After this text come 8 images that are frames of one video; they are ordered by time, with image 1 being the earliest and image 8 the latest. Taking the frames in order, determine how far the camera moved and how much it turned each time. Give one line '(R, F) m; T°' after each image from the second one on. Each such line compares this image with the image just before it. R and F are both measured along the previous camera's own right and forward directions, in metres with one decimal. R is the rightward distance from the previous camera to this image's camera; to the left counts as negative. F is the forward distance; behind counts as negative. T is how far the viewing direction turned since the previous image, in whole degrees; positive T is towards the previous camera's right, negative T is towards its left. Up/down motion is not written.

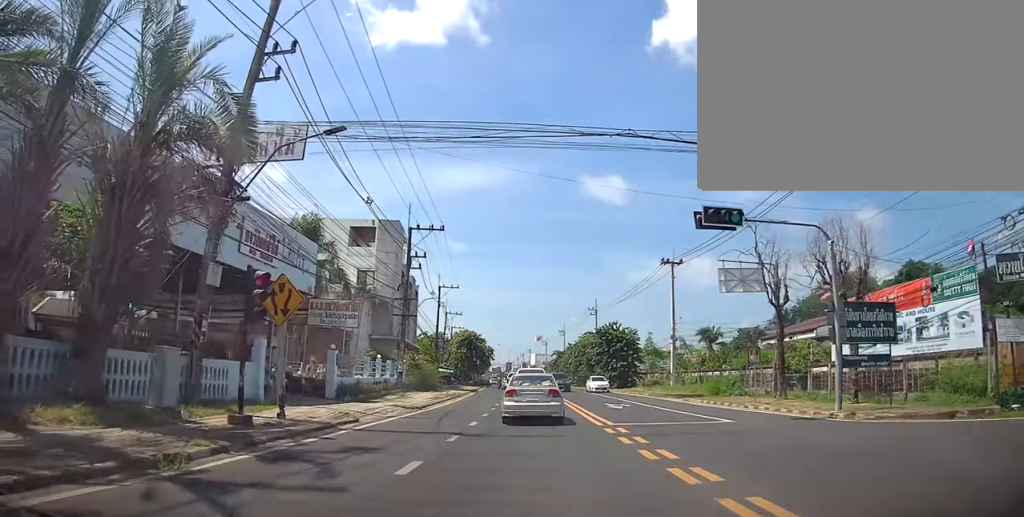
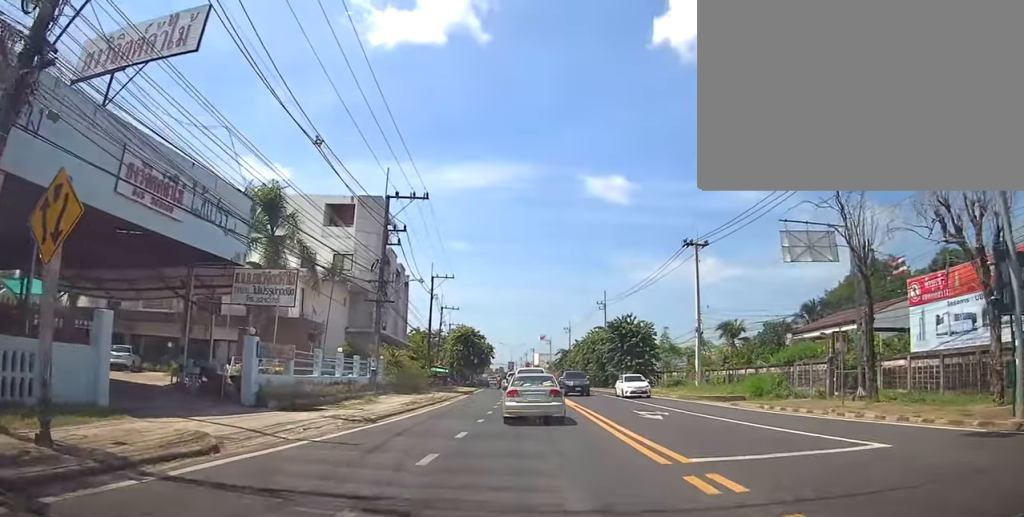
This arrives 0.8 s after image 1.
(0.0, +7.4) m; -2°
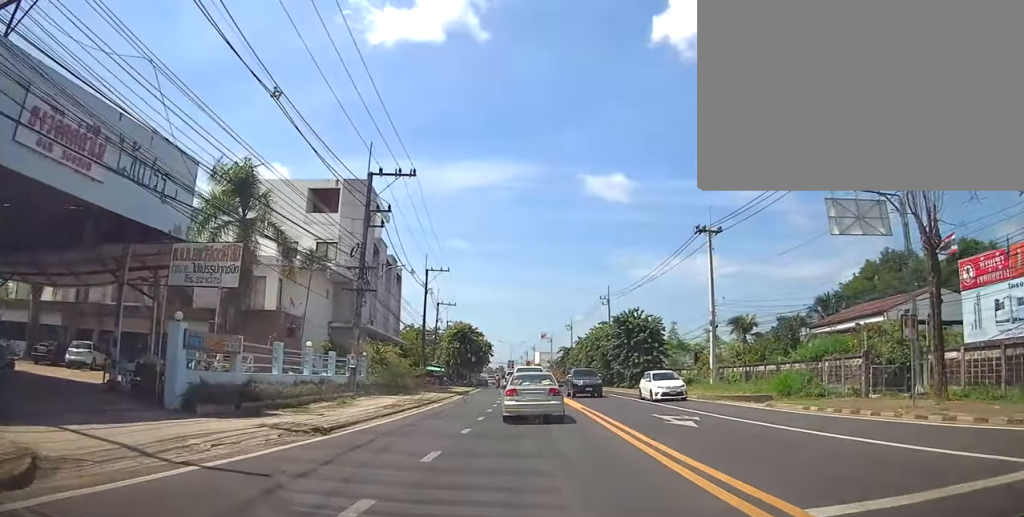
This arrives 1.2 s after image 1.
(+0.1, +3.9) m; -2°
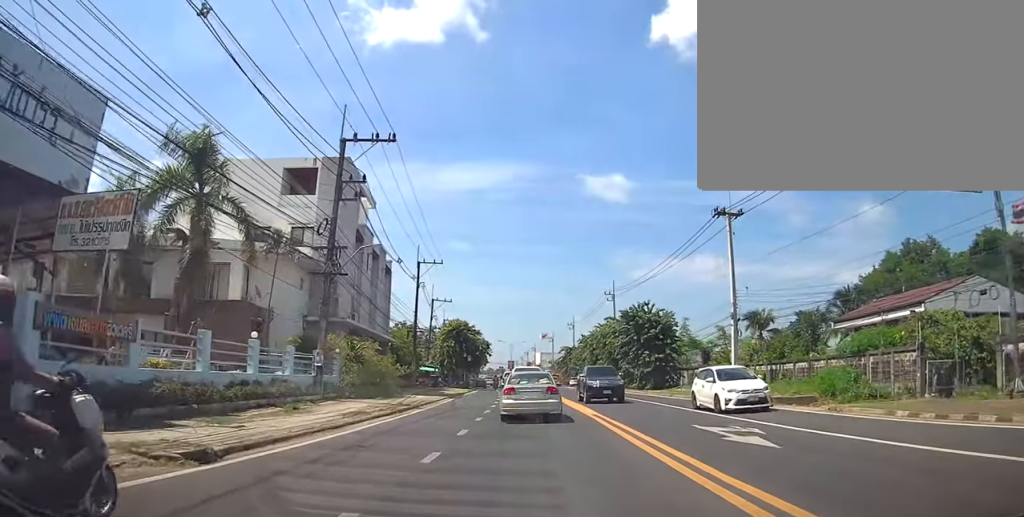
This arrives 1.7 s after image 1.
(-0.2, +4.7) m; -1°
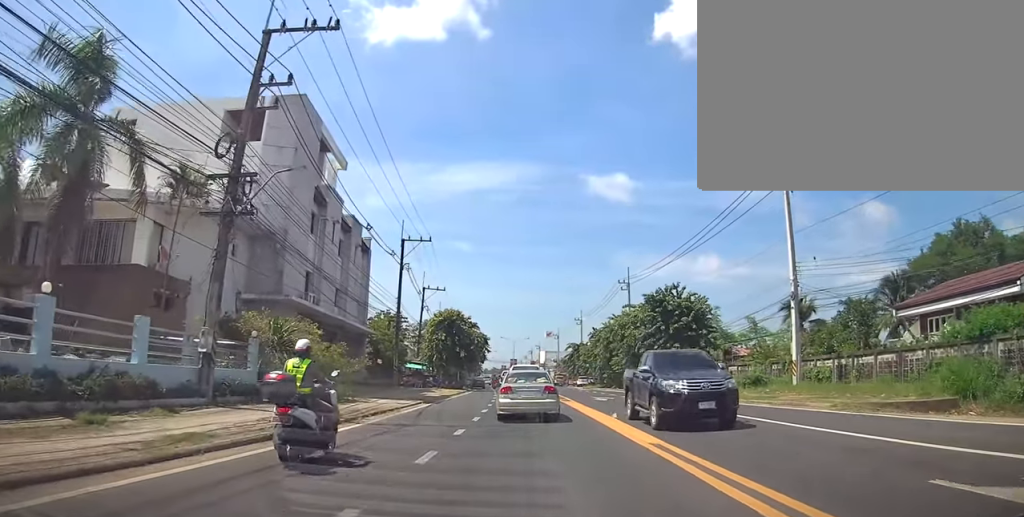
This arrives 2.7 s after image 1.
(-0.3, +9.0) m; 0°
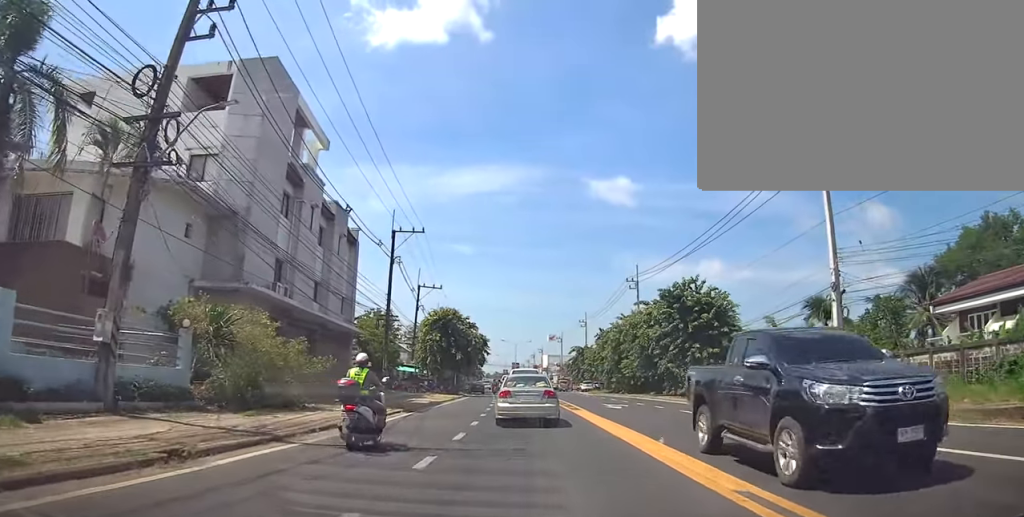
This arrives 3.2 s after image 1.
(+0.4, +4.2) m; 0°
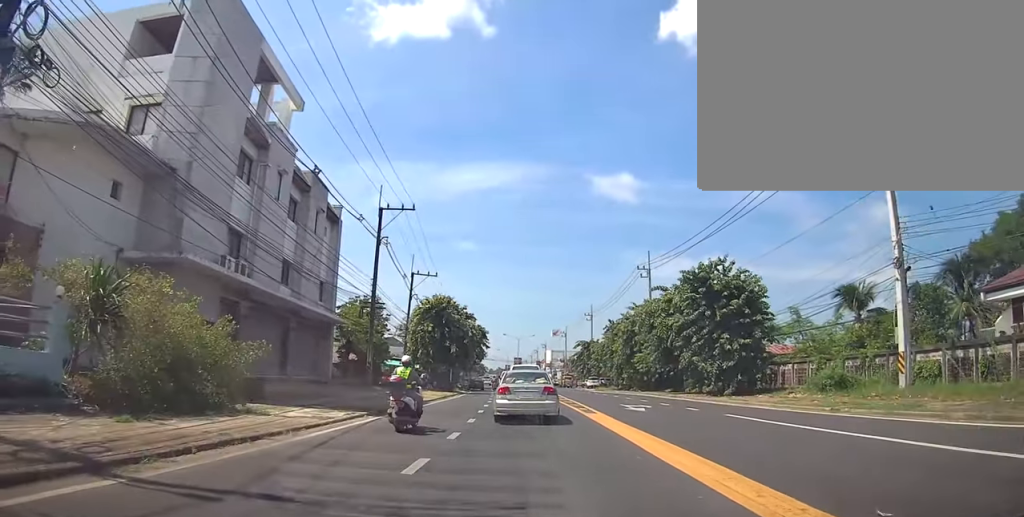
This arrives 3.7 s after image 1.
(-0.1, +4.9) m; -2°
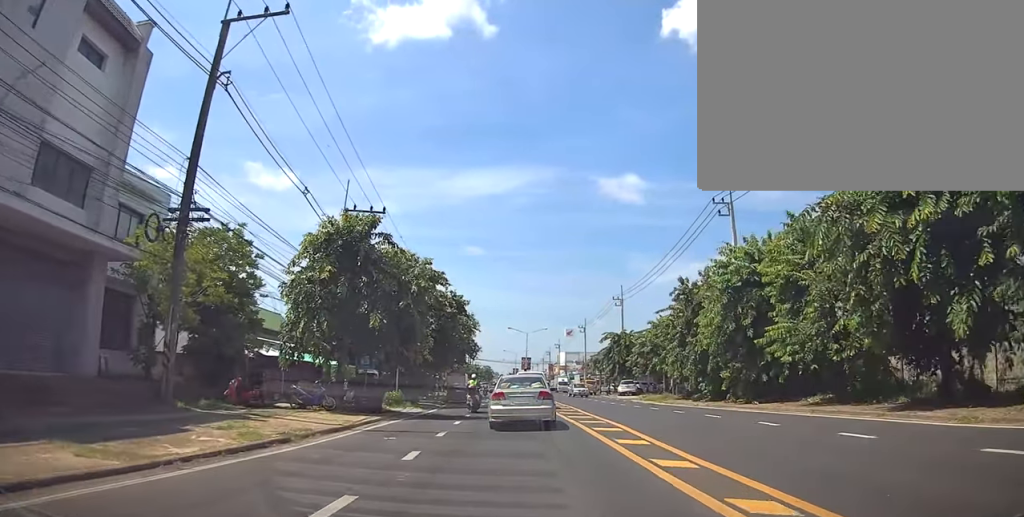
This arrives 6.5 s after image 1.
(-0.5, +23.9) m; -1°
